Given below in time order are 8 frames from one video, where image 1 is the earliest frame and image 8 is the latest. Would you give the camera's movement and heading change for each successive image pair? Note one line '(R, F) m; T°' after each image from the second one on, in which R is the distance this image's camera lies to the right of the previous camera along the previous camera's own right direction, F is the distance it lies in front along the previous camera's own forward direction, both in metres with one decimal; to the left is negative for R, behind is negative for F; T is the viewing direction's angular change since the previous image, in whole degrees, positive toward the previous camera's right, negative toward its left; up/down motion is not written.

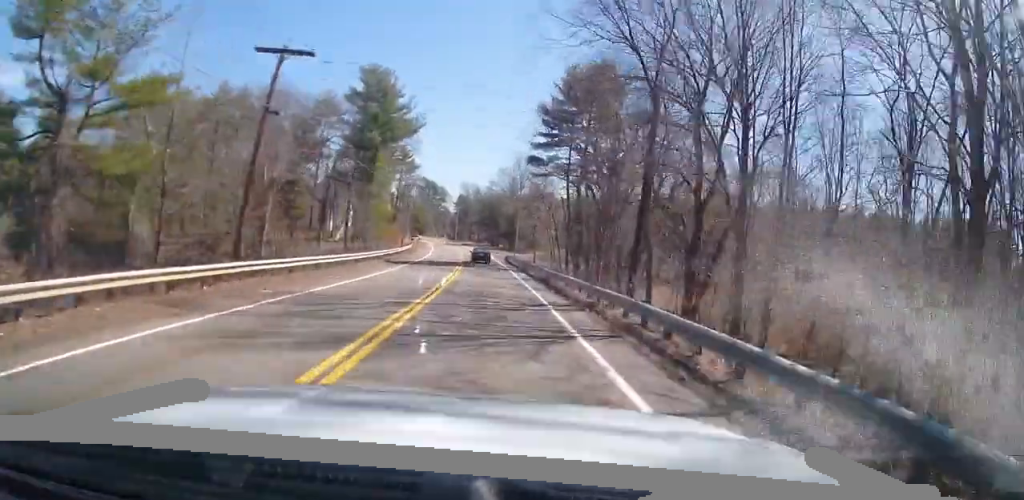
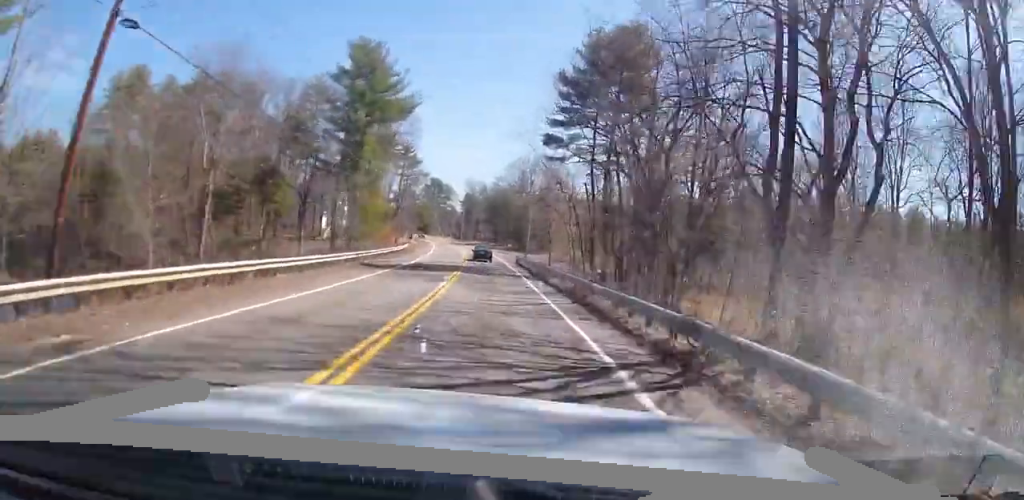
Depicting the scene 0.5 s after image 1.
(+0.1, +9.3) m; 0°
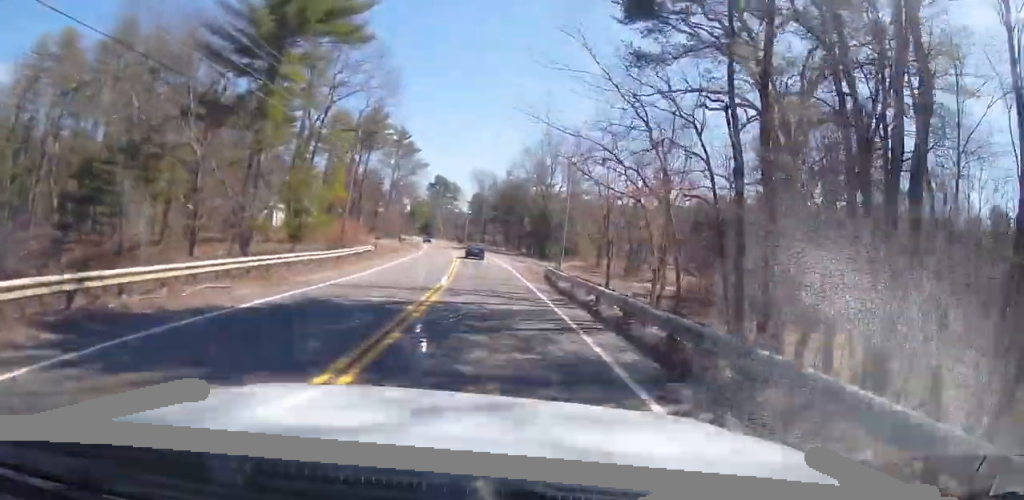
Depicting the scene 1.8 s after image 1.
(+0.1, +24.5) m; 0°
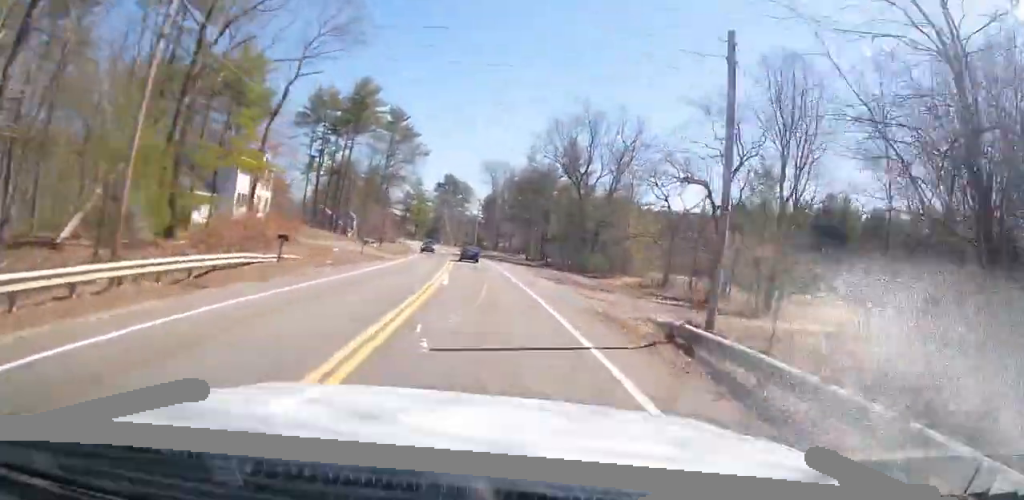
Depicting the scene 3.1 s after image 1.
(-0.1, +24.3) m; -1°
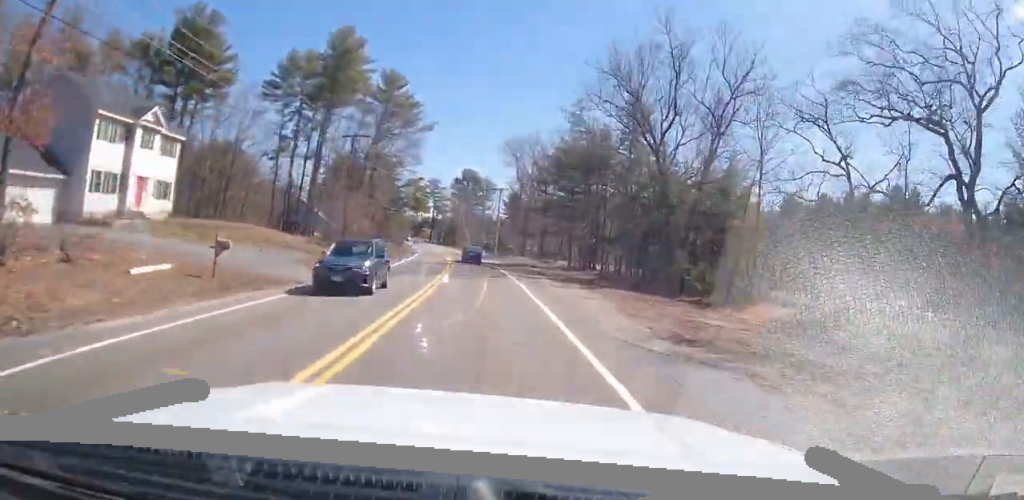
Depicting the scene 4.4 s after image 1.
(-0.6, +25.5) m; -2°
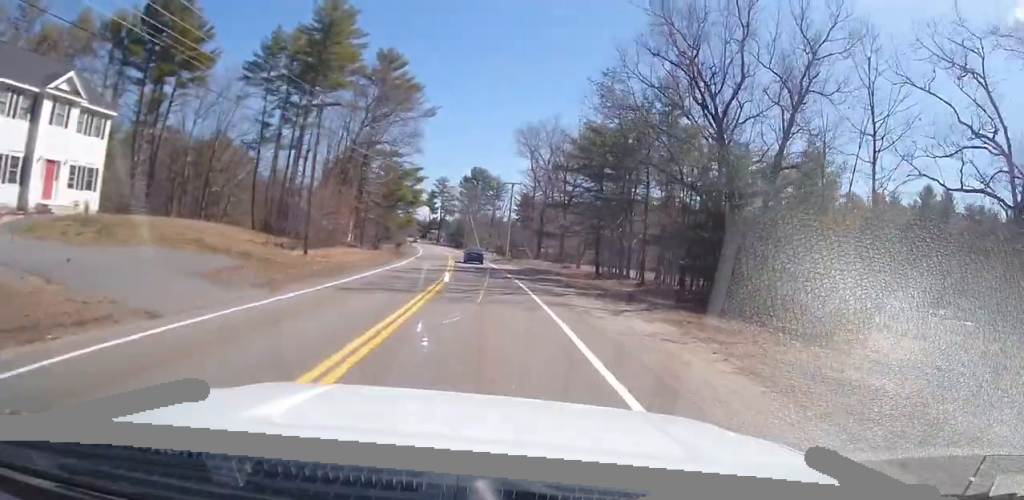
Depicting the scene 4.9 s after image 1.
(-0.1, +10.6) m; -1°
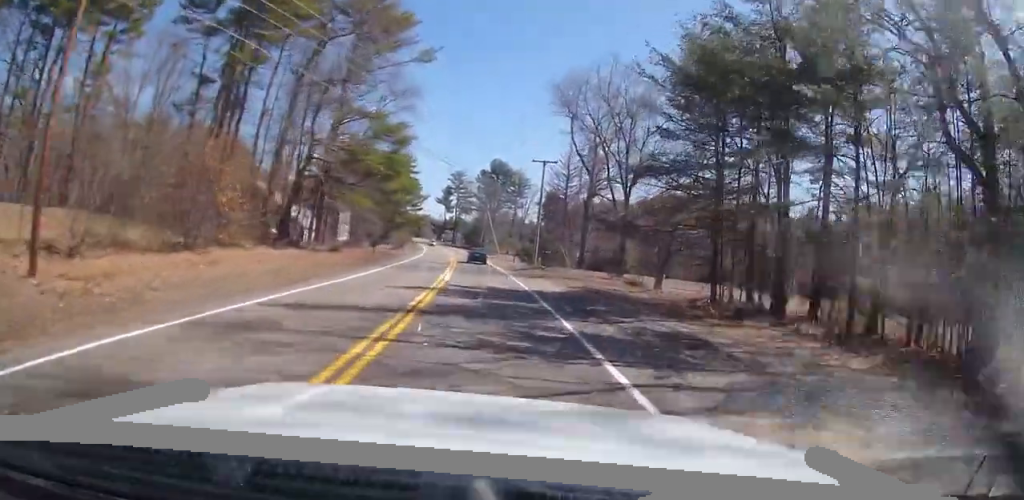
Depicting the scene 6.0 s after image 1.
(-0.2, +22.8) m; -2°
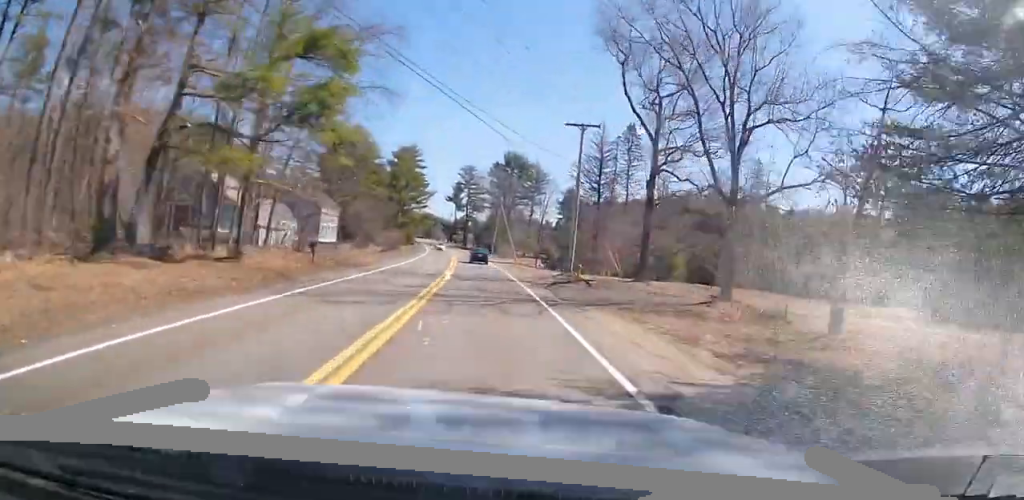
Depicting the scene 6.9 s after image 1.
(-0.5, +18.1) m; -2°
